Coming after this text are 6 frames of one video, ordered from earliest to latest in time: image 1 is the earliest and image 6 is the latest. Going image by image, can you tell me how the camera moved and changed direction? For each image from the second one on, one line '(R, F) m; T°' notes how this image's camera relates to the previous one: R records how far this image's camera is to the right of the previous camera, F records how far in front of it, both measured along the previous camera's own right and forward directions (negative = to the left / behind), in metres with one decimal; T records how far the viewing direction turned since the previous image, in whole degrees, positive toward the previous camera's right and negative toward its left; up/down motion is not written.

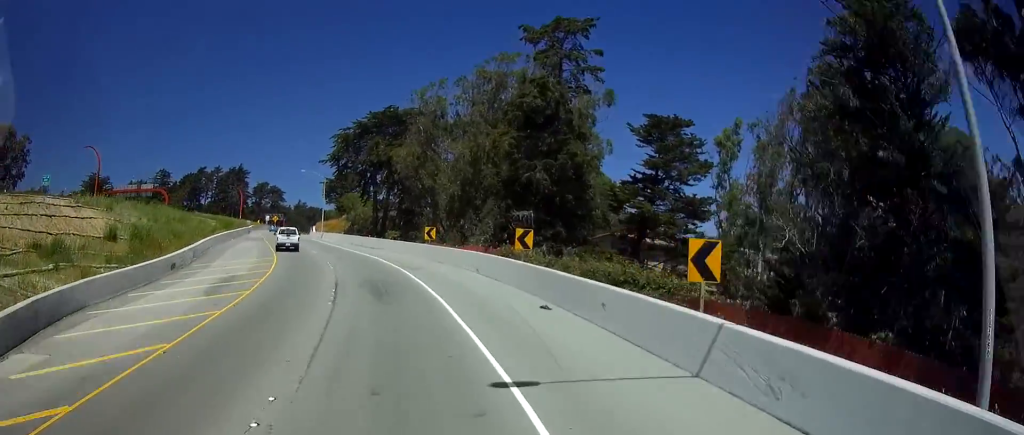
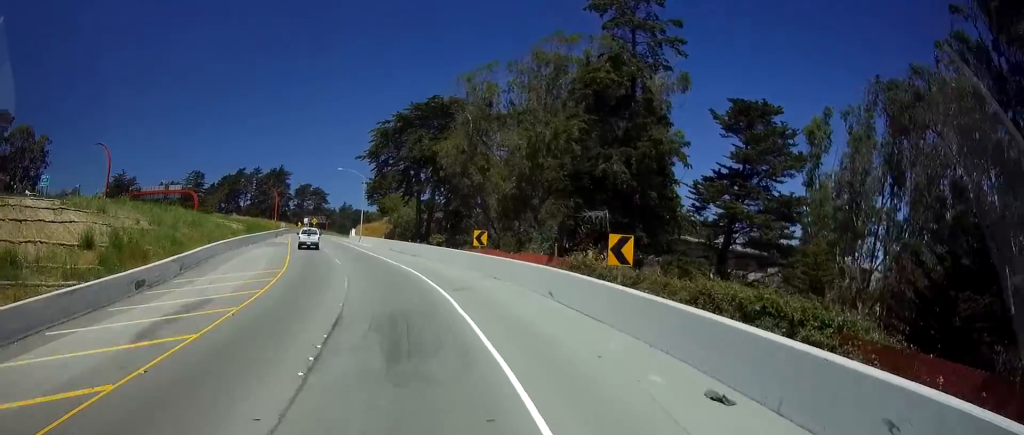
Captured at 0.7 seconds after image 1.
(-0.4, +9.1) m; -4°
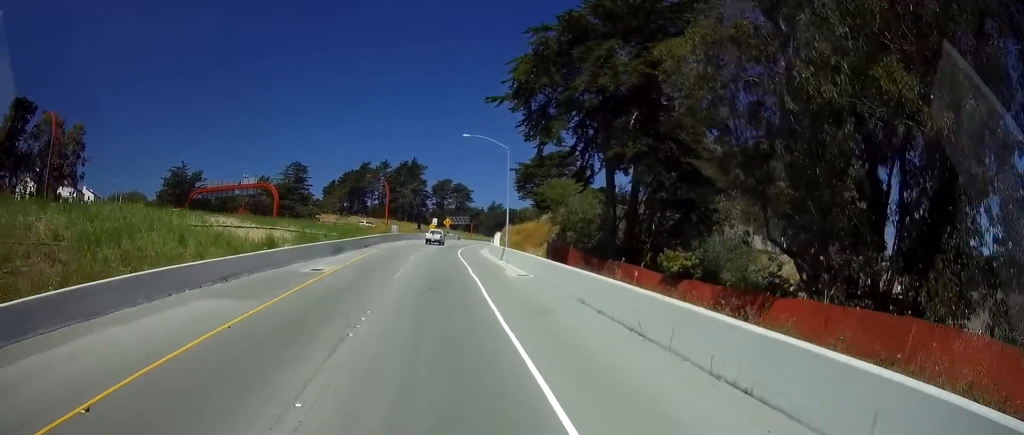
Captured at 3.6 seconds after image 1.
(-3.8, +39.8) m; -10°
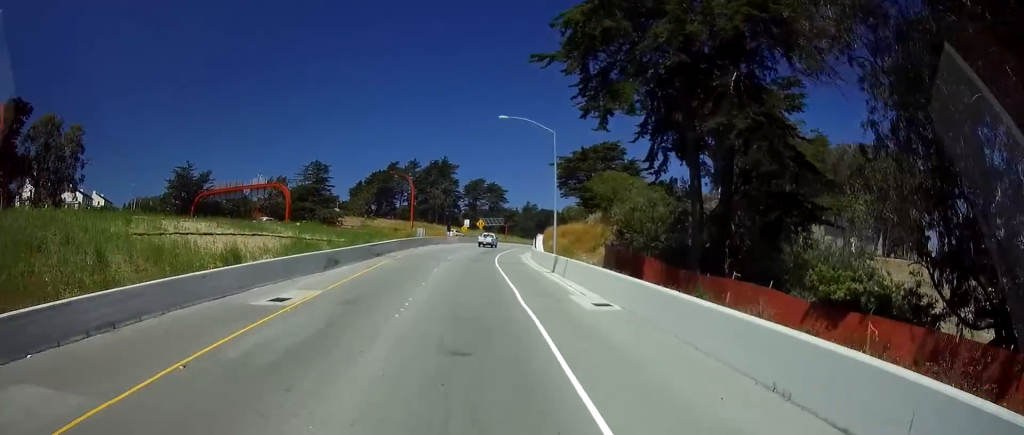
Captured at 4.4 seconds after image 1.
(-0.2, +11.6) m; -1°
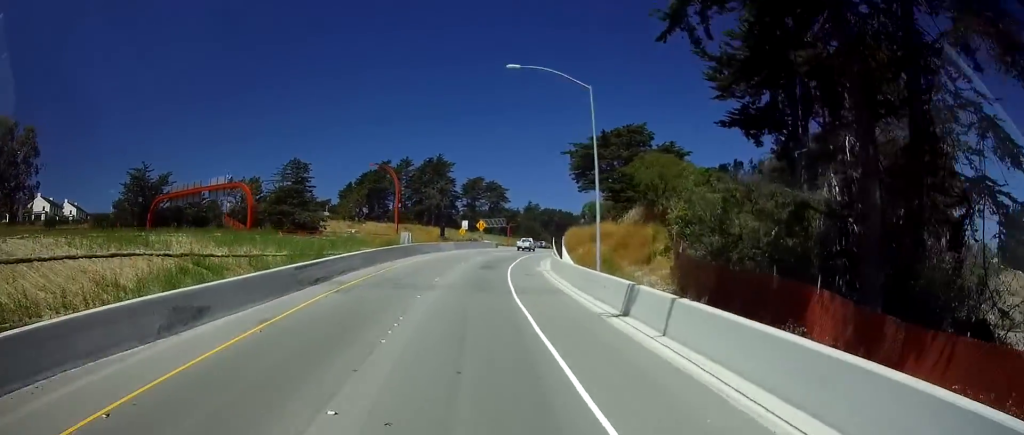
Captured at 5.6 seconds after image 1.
(-0.1, +17.2) m; +1°
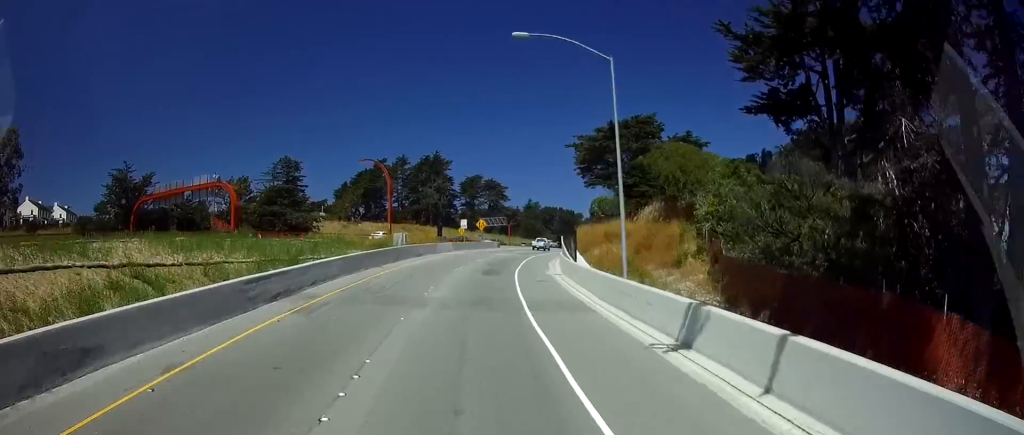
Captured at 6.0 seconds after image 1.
(0.0, +5.6) m; +1°
